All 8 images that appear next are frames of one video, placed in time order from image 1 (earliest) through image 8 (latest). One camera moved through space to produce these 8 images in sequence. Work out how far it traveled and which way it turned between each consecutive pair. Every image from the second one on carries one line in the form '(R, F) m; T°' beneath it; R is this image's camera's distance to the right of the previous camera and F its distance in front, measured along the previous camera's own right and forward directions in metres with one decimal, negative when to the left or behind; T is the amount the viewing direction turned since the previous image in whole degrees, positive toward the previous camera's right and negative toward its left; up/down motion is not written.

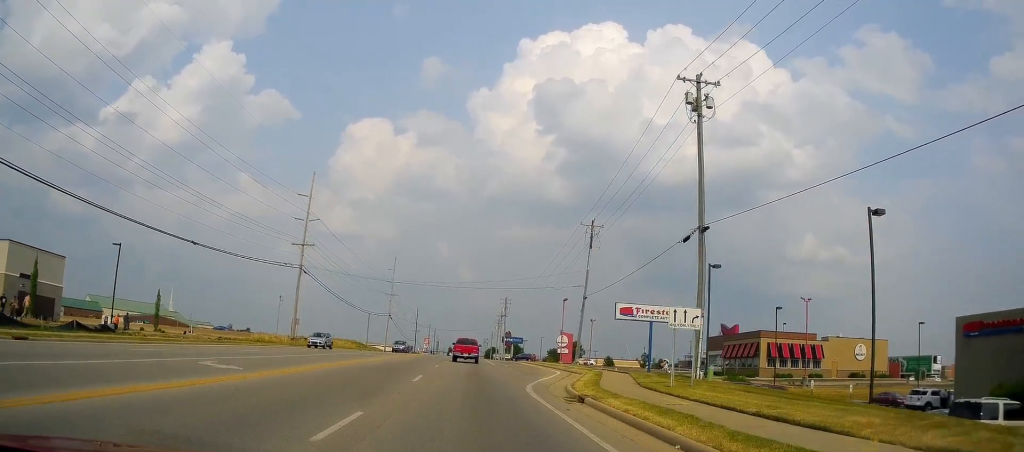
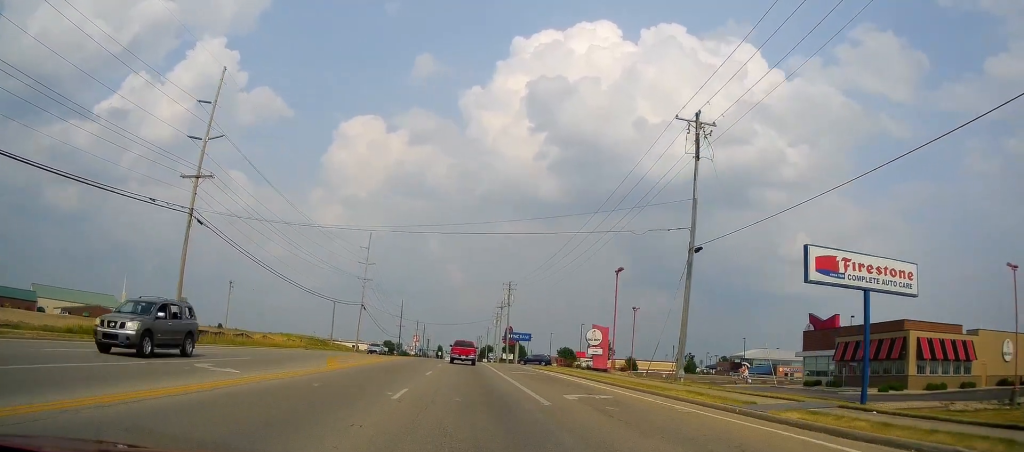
(+0.7, +30.3) m; 0°
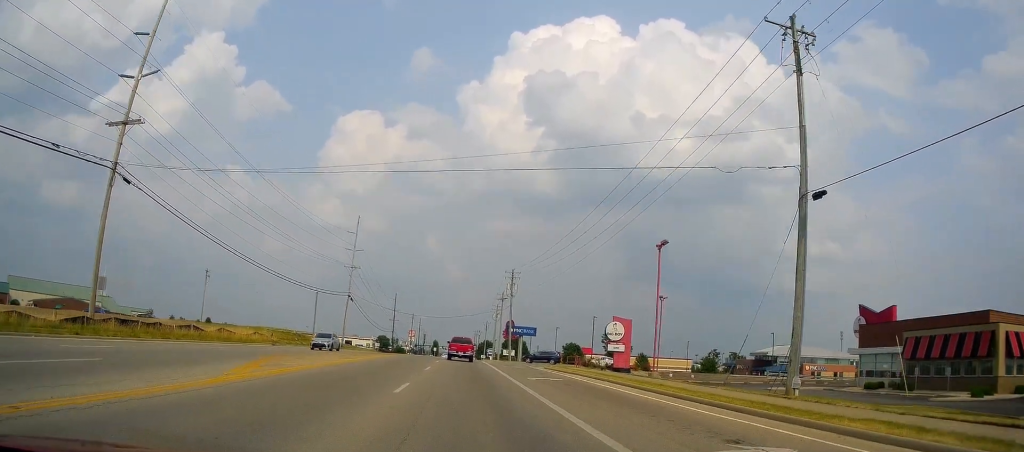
(-0.1, +11.6) m; +1°
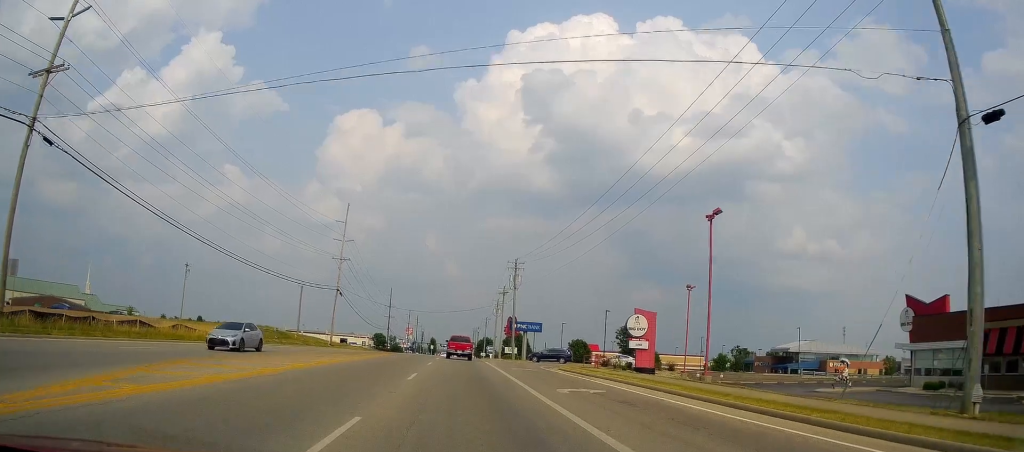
(+0.3, +8.8) m; 0°
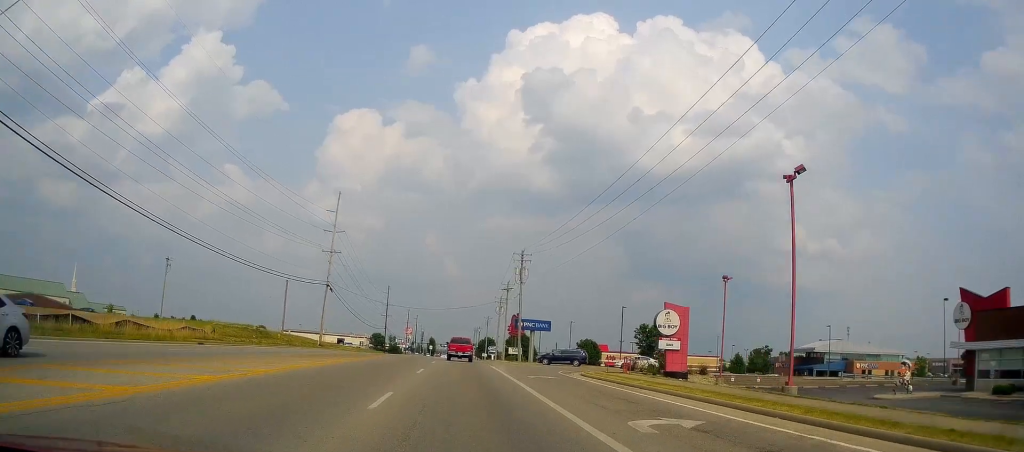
(+0.1, +8.3) m; 0°
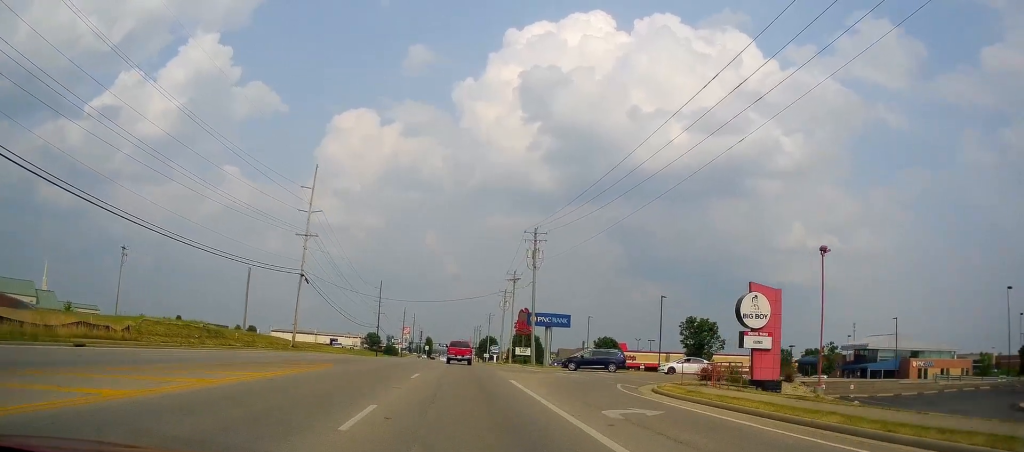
(-0.4, +15.0) m; -2°
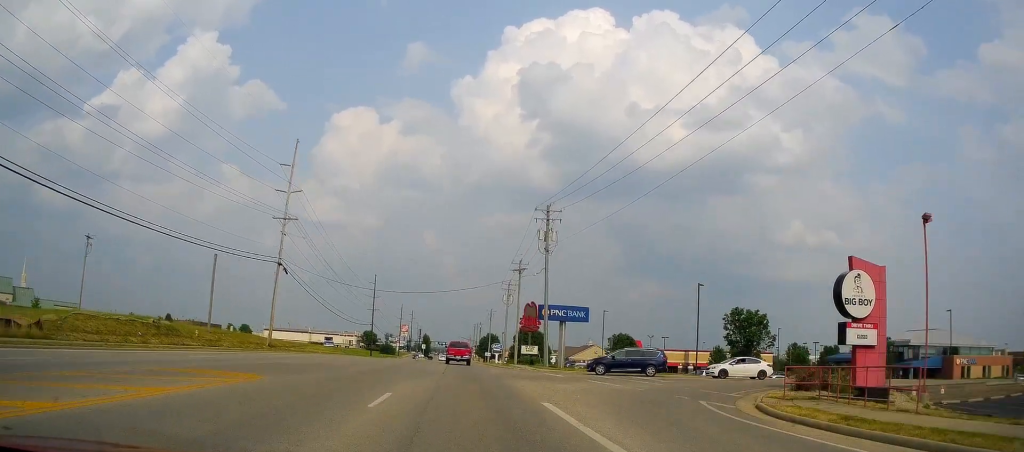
(0.0, +9.9) m; +1°
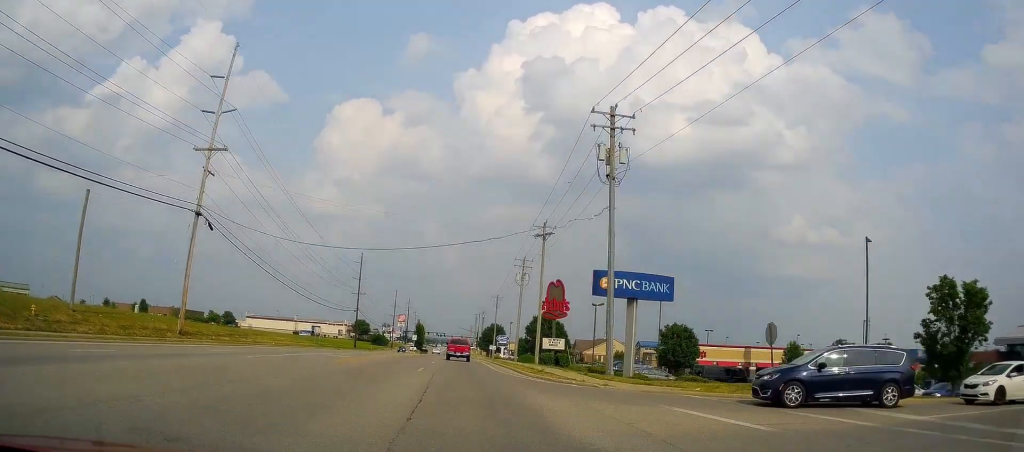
(+0.5, +23.2) m; 0°
